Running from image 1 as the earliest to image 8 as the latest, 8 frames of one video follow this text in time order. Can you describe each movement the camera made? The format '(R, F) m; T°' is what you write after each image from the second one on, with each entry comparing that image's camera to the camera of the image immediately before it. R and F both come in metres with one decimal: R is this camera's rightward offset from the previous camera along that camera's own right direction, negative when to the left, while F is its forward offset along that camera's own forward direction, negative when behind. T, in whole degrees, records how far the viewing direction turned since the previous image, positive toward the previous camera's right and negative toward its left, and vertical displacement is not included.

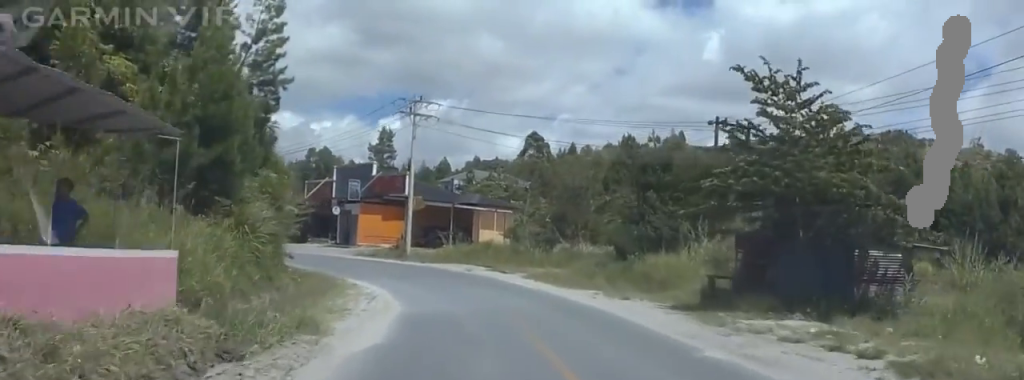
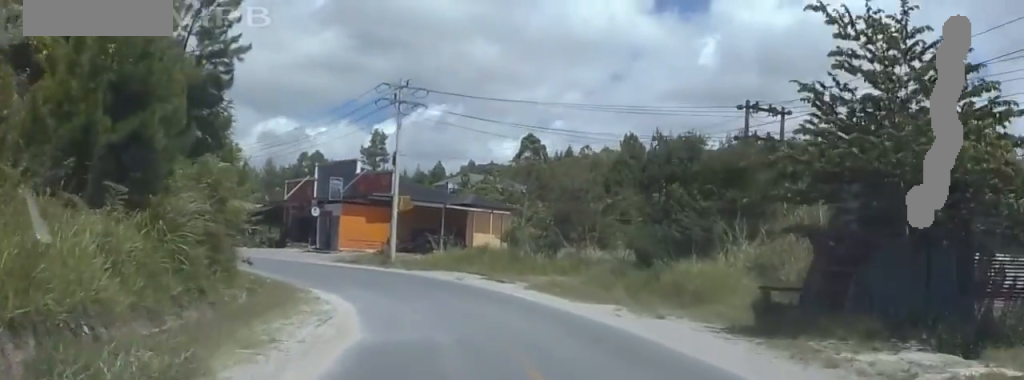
(-0.4, +6.5) m; 0°
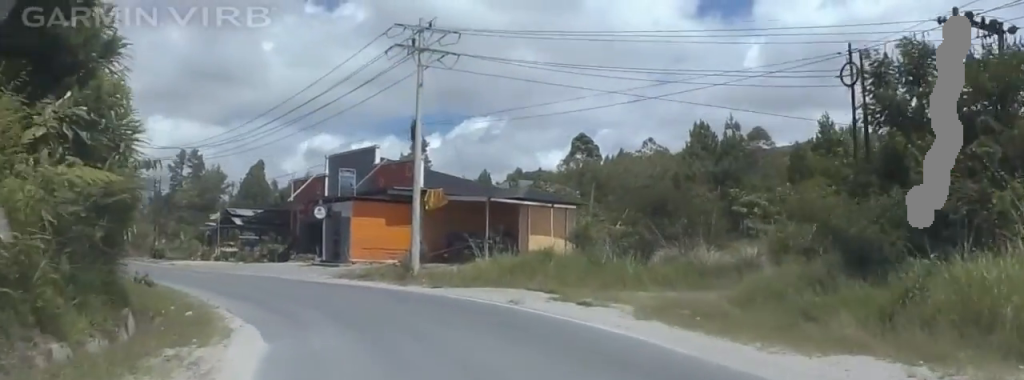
(+1.4, +15.1) m; -2°
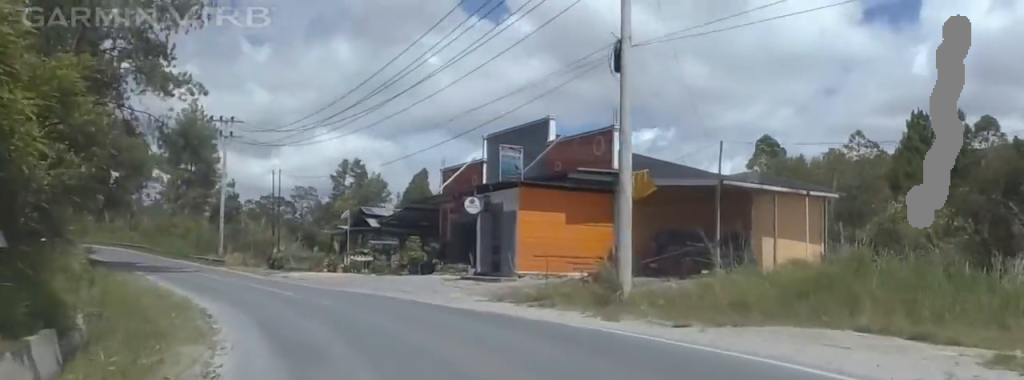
(-1.8, +14.5) m; -11°
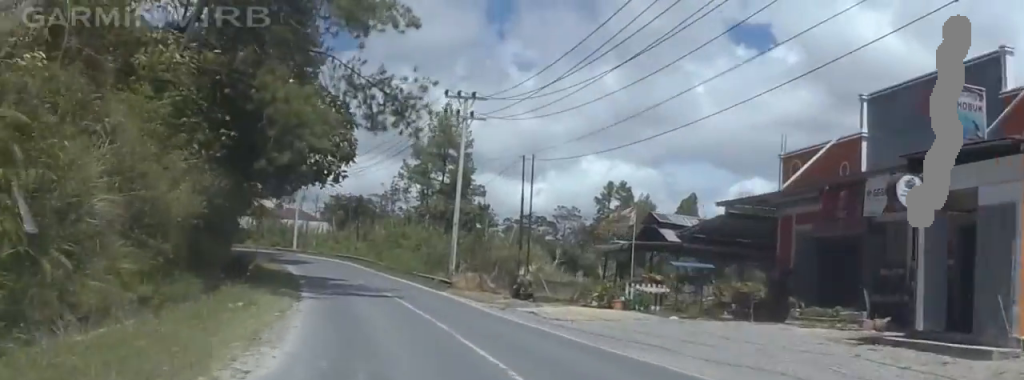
(-1.4, +17.7) m; -10°
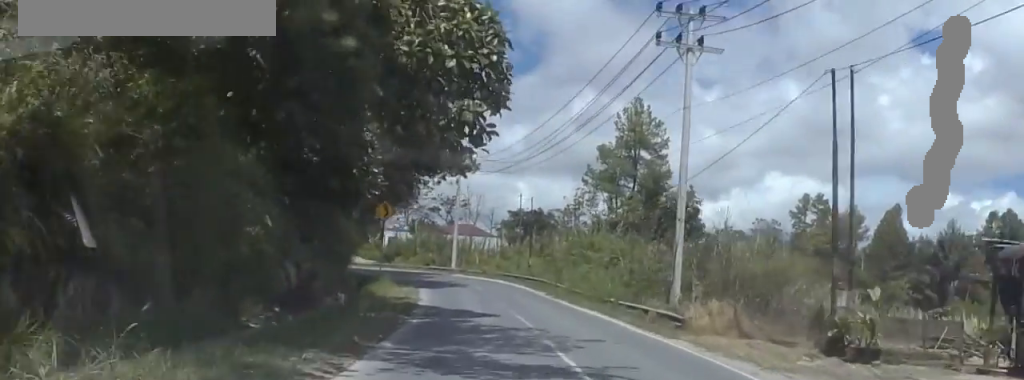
(-2.9, +18.1) m; -12°
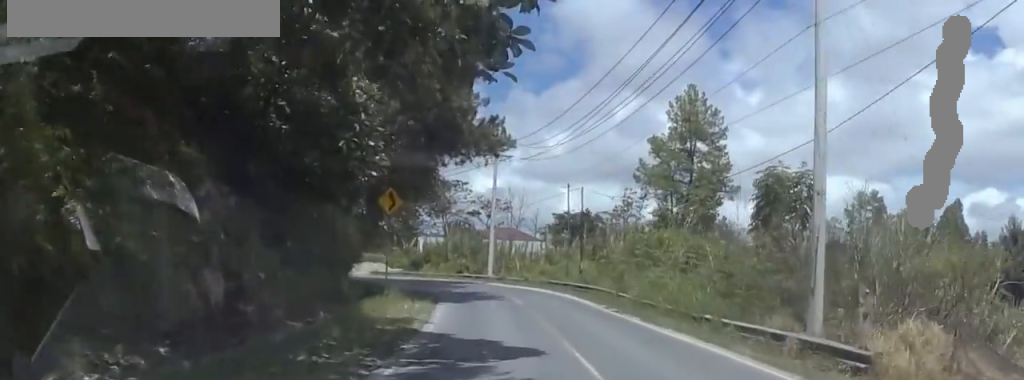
(0.0, +10.1) m; -1°
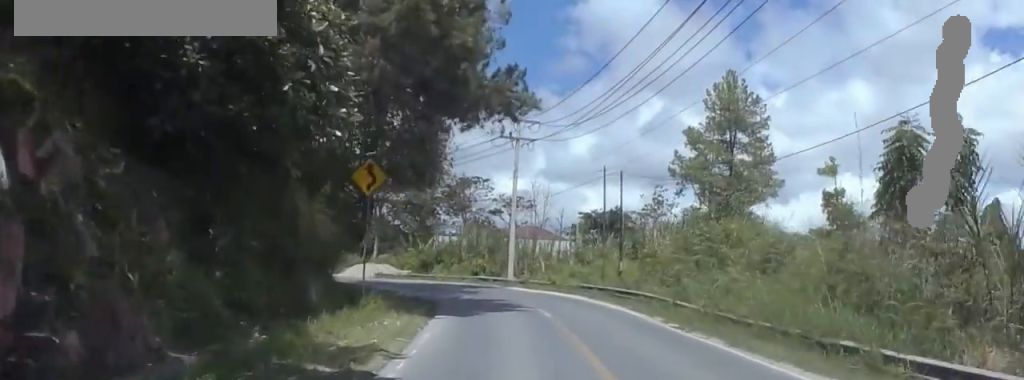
(+1.0, +8.5) m; 0°
